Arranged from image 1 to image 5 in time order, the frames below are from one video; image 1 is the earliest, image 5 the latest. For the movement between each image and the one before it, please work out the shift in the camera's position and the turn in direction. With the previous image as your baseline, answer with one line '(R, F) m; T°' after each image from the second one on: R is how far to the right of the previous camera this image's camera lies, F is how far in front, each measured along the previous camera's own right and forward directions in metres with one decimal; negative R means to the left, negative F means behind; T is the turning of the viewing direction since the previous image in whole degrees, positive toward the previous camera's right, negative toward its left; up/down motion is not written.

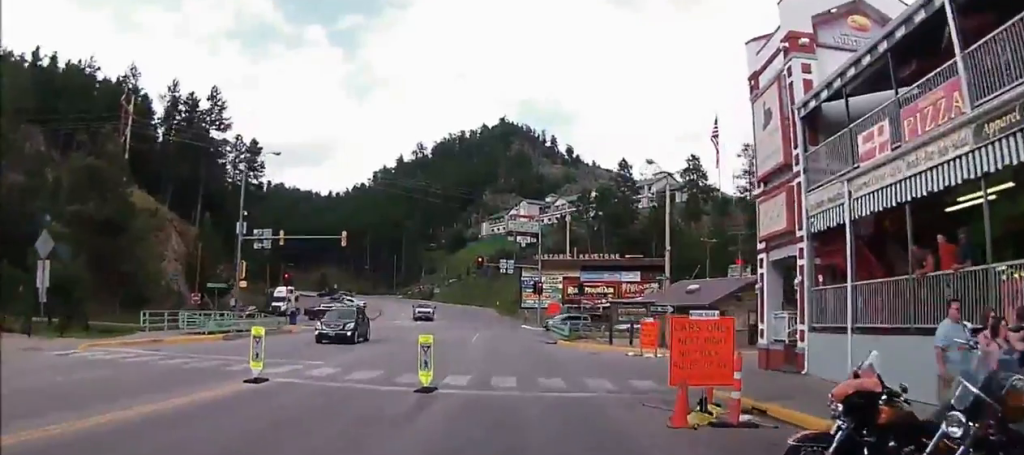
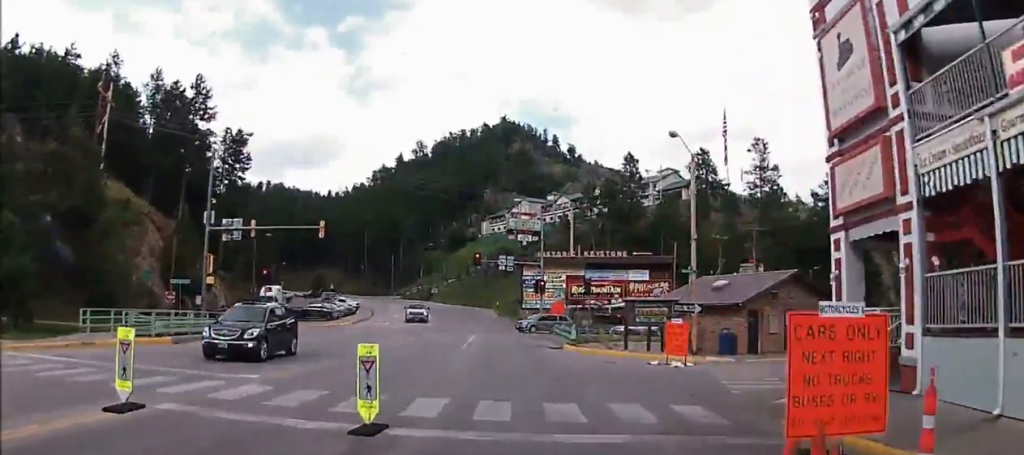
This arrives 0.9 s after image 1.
(+0.2, +5.7) m; +3°
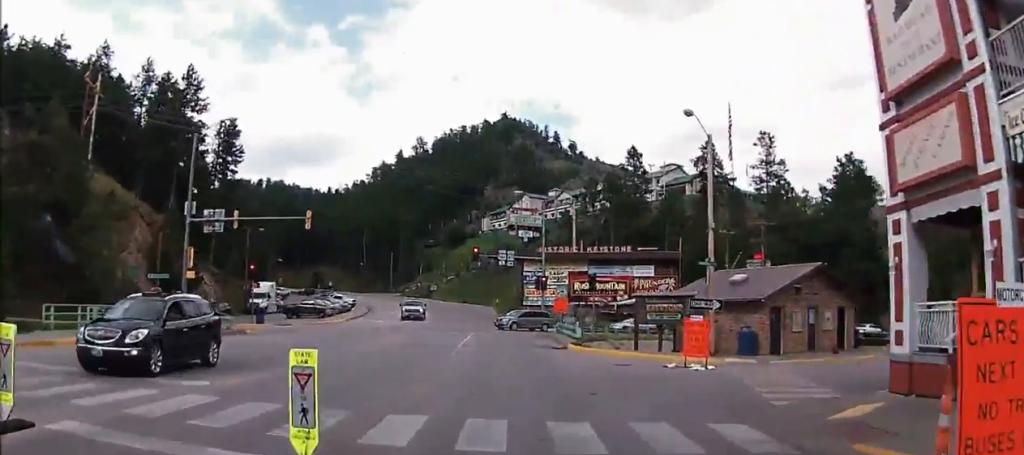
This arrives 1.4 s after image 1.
(0.0, +3.0) m; +2°
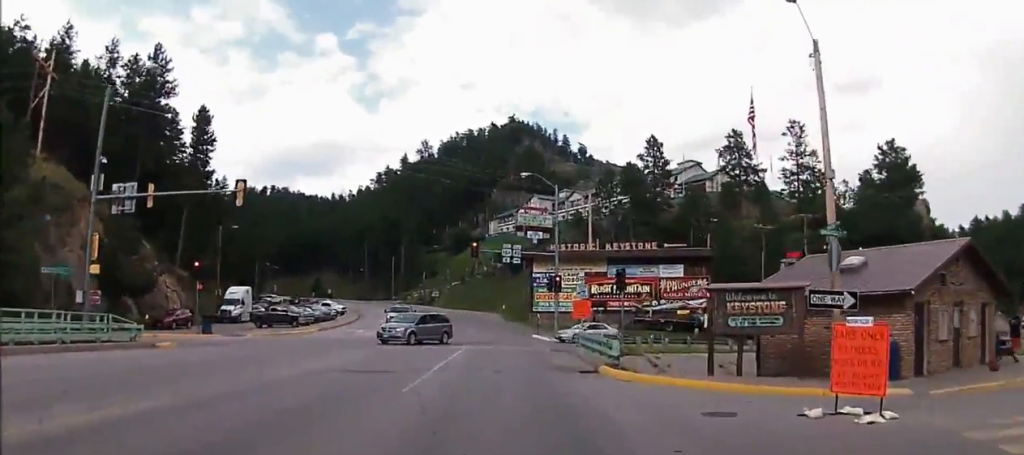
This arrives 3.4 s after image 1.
(-0.5, +10.9) m; -3°
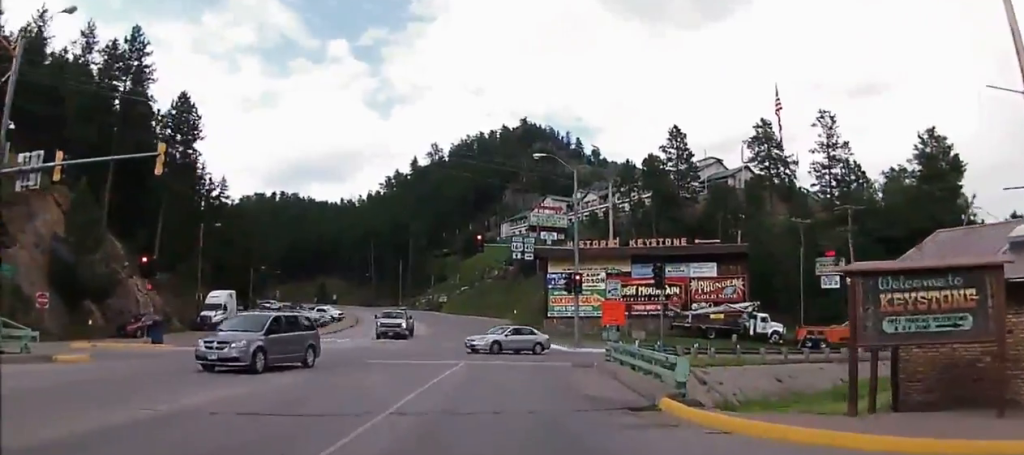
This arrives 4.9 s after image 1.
(+0.5, +8.0) m; +3°
